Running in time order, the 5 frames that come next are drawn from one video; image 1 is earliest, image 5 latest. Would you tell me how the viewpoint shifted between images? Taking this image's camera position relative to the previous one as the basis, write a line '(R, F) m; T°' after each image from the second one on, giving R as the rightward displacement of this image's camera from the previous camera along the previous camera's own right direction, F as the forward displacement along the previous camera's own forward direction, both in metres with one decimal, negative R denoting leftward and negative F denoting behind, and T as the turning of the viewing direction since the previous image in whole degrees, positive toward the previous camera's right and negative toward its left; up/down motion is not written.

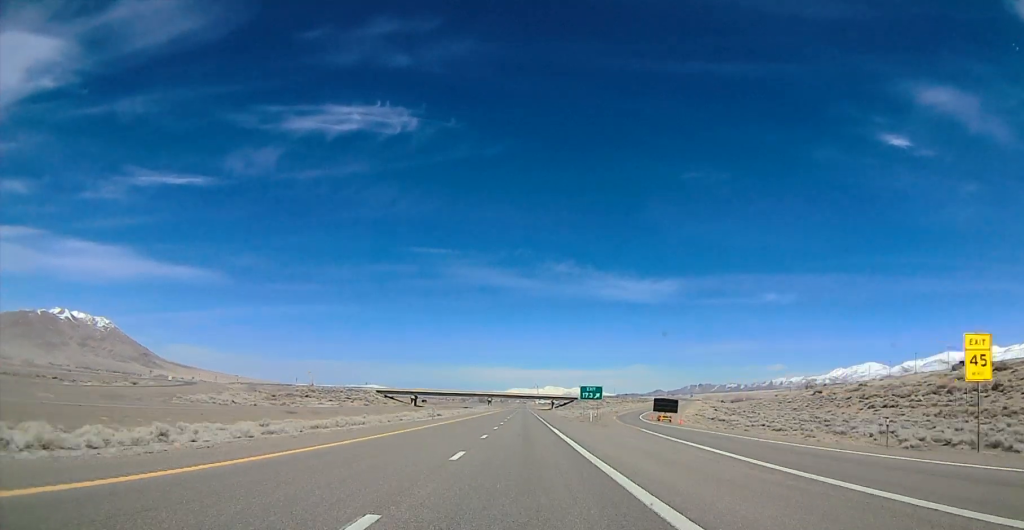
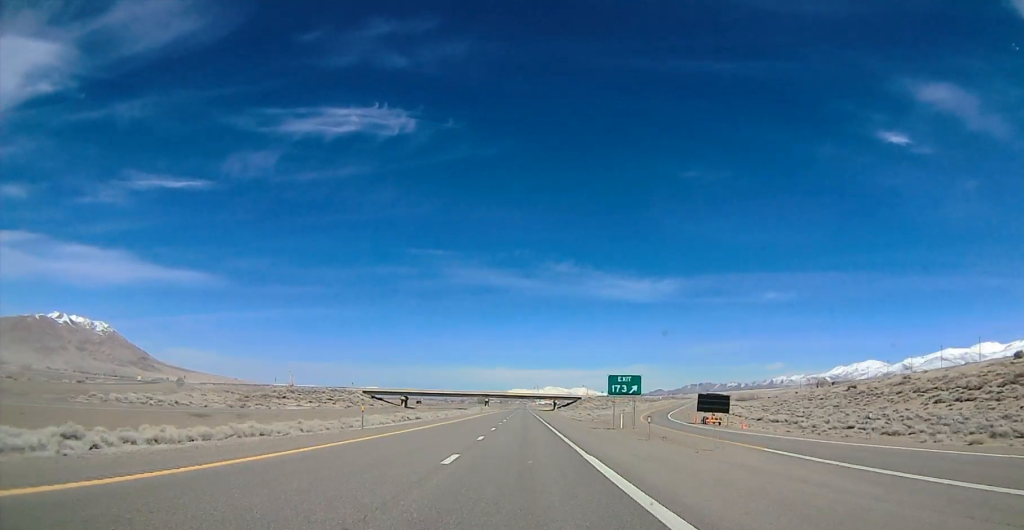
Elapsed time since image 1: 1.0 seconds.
(+0.4, +25.5) m; +1°
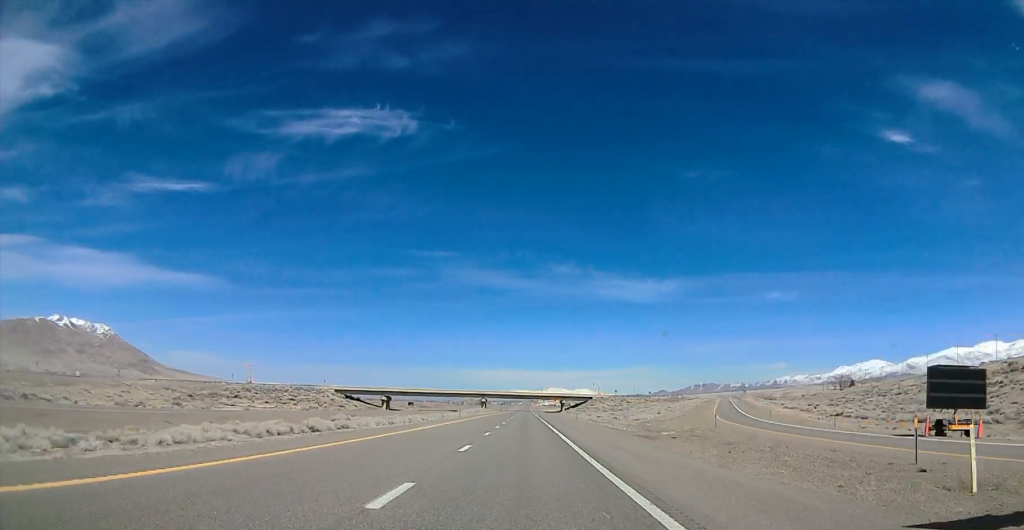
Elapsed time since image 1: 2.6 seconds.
(0.0, +43.8) m; 0°
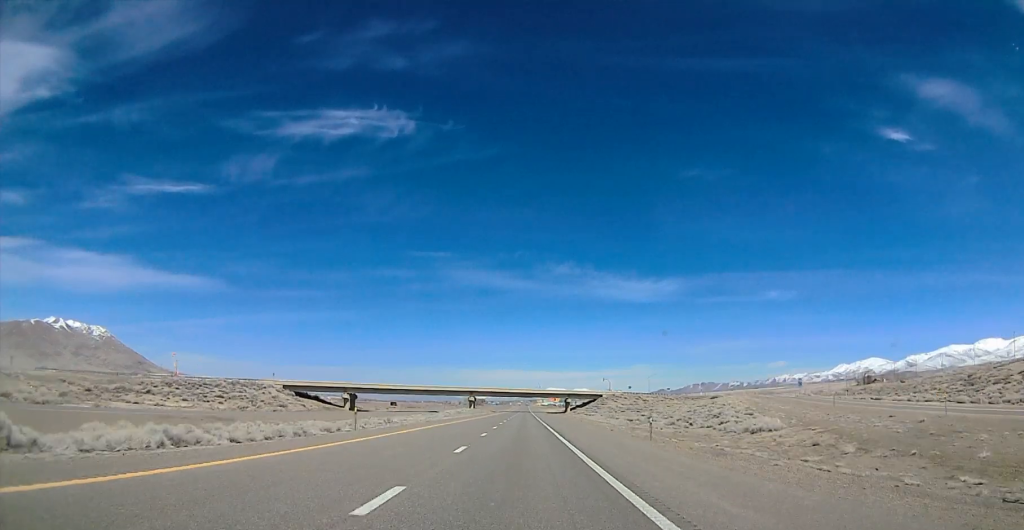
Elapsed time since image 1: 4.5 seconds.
(0.0, +48.9) m; 0°
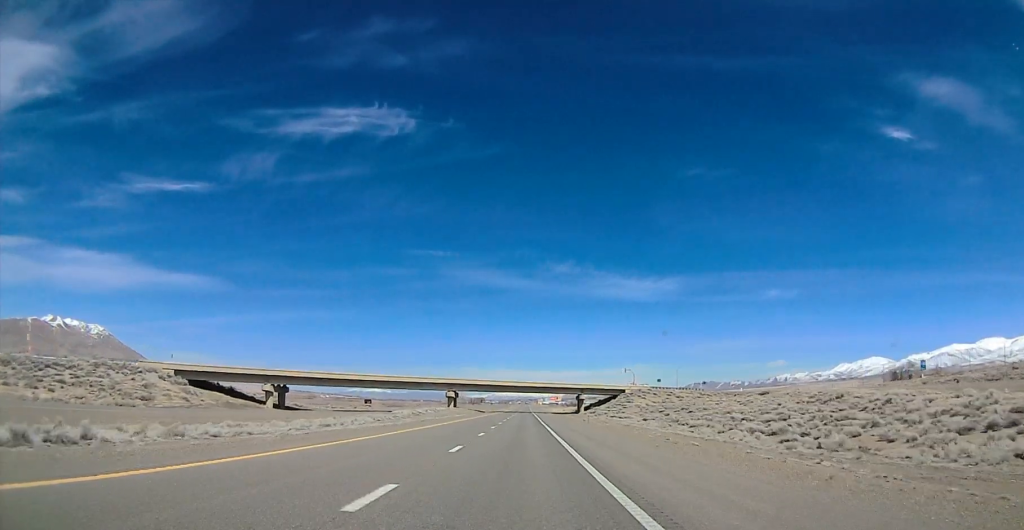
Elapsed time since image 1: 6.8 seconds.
(0.0, +60.0) m; 0°
